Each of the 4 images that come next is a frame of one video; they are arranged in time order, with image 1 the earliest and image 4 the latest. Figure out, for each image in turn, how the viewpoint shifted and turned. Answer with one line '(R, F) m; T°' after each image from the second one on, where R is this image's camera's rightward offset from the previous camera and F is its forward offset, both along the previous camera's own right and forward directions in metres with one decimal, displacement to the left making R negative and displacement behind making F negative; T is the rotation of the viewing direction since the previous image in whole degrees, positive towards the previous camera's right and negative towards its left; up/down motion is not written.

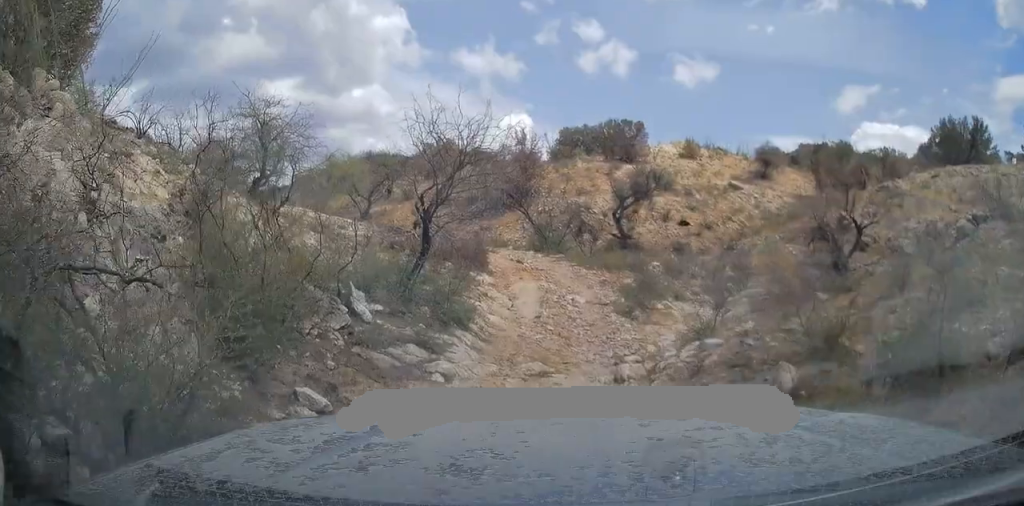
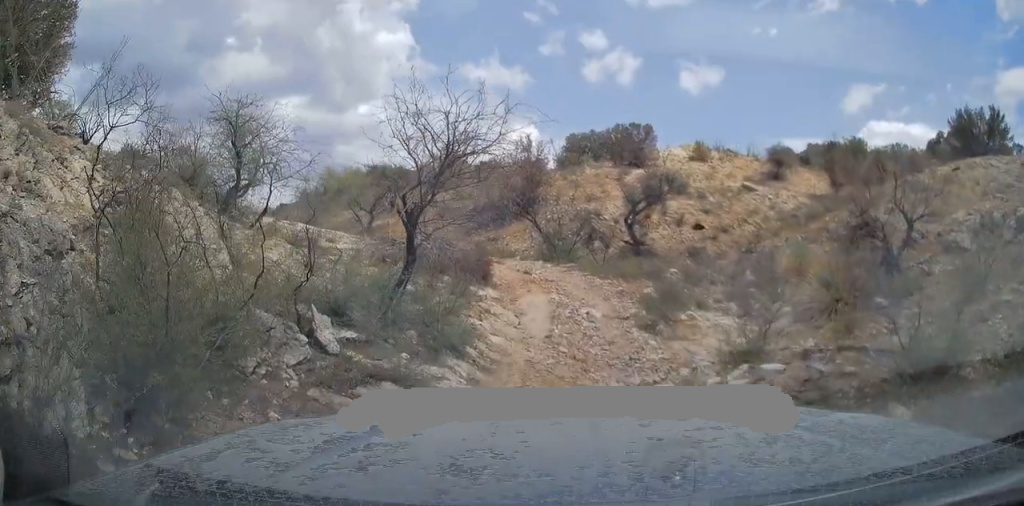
(+0.1, +1.8) m; +2°
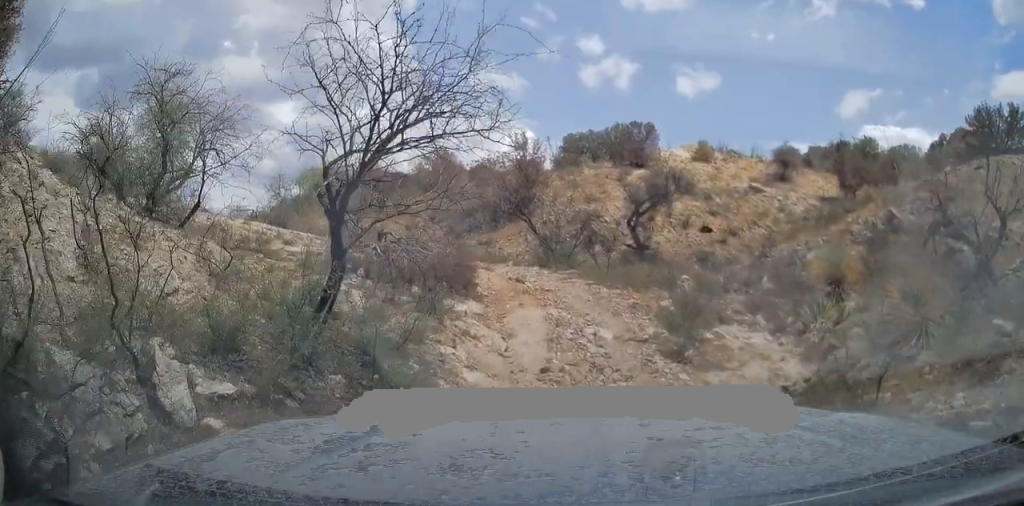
(0.0, +3.0) m; +2°
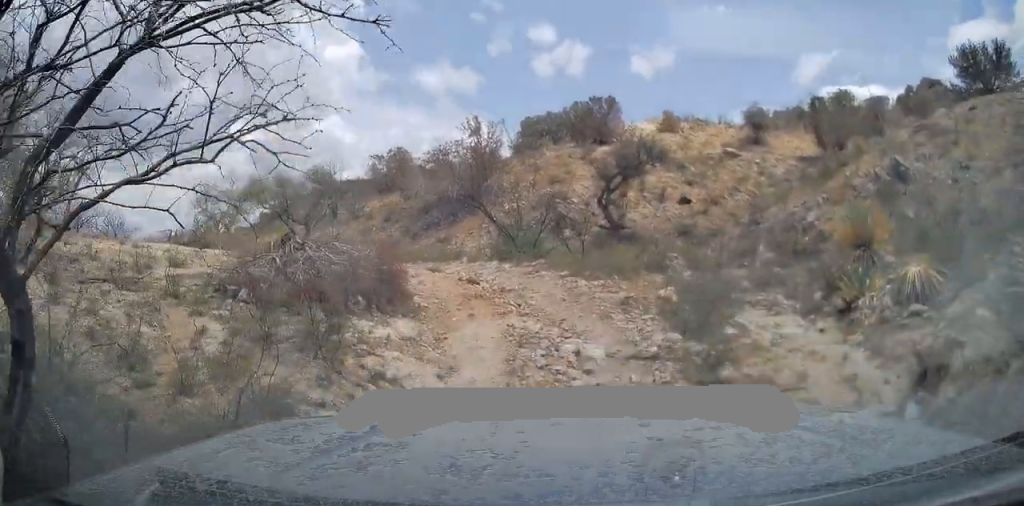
(+0.5, +3.1) m; +12°
